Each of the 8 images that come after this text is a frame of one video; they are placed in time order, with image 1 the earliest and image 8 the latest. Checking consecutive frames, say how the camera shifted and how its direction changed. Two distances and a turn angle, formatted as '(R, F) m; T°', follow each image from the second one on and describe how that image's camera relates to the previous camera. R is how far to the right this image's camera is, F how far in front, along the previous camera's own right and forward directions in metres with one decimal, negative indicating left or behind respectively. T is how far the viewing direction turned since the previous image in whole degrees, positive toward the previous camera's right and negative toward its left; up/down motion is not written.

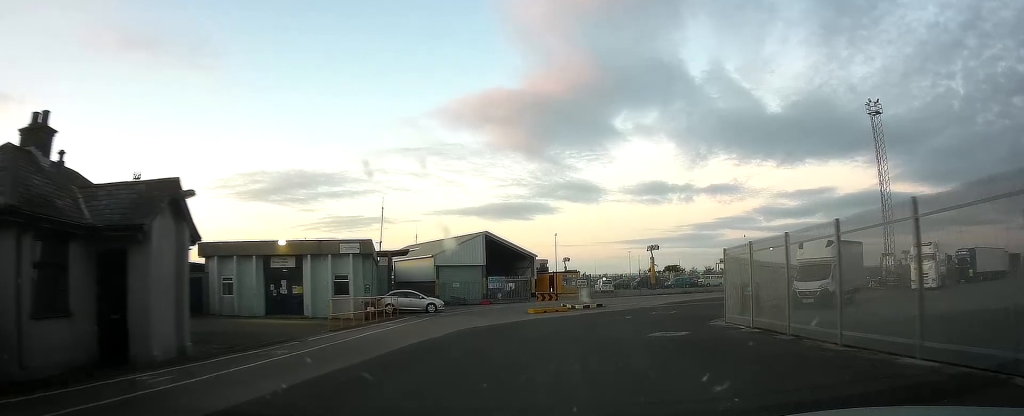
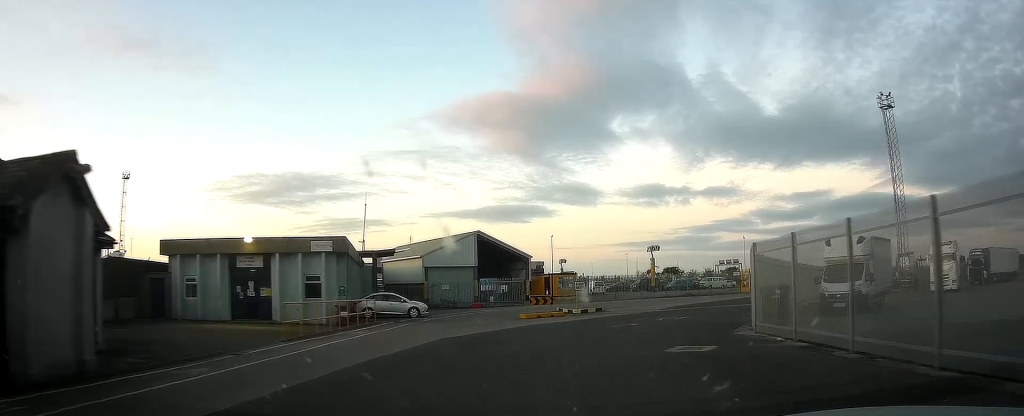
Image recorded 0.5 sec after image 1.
(0.0, +3.8) m; 0°
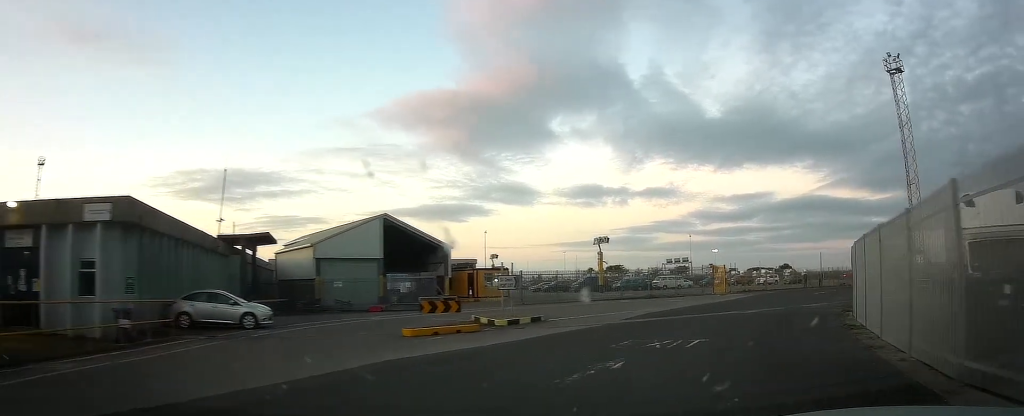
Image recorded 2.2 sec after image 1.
(+0.1, +14.0) m; +3°
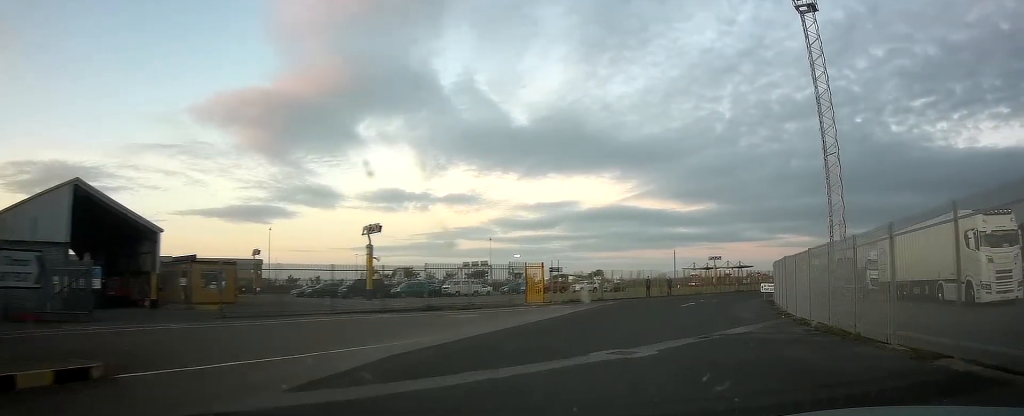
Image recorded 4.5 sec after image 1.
(+2.4, +17.2) m; +17°
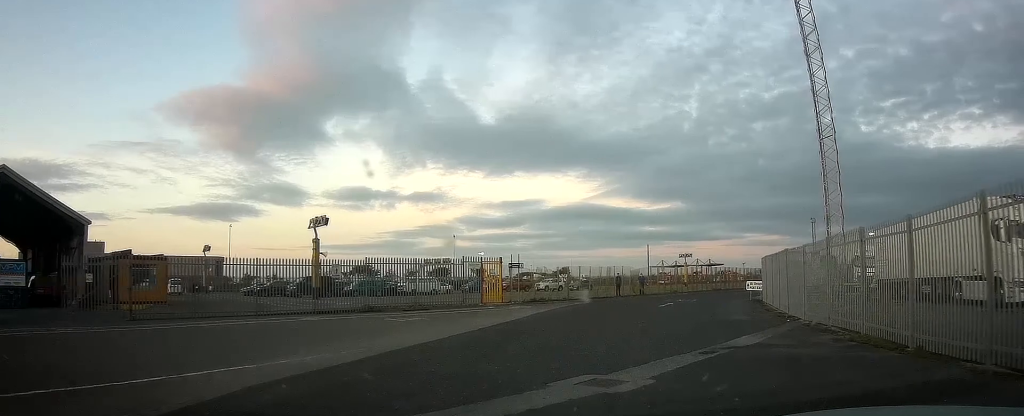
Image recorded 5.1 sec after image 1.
(+0.2, +4.1) m; +4°
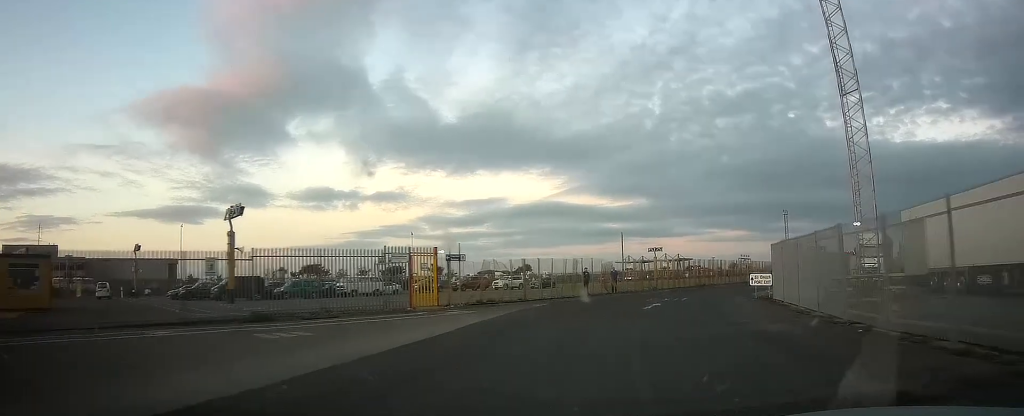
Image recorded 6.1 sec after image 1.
(+0.5, +7.4) m; +6°
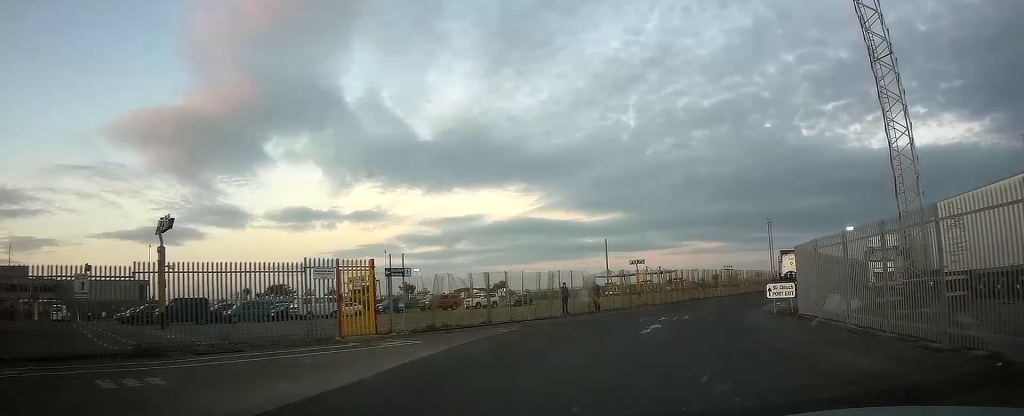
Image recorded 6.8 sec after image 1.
(+0.2, +5.5) m; +3°
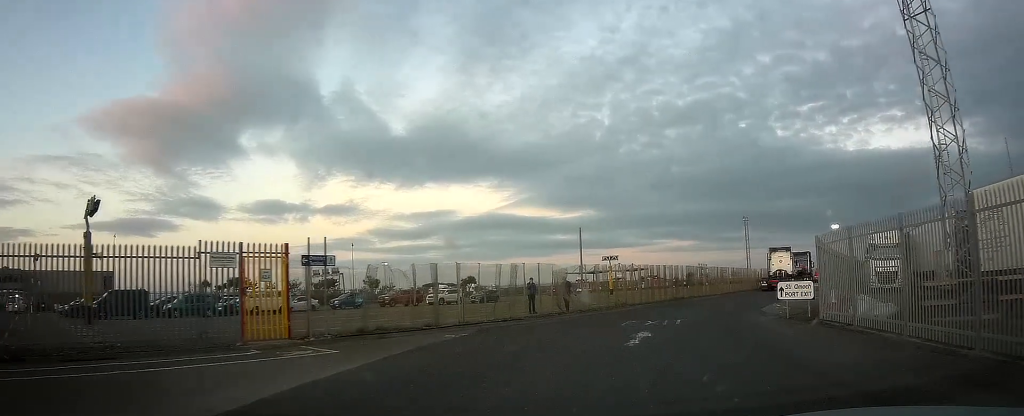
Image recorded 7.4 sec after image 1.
(-0.1, +4.4) m; +4°
